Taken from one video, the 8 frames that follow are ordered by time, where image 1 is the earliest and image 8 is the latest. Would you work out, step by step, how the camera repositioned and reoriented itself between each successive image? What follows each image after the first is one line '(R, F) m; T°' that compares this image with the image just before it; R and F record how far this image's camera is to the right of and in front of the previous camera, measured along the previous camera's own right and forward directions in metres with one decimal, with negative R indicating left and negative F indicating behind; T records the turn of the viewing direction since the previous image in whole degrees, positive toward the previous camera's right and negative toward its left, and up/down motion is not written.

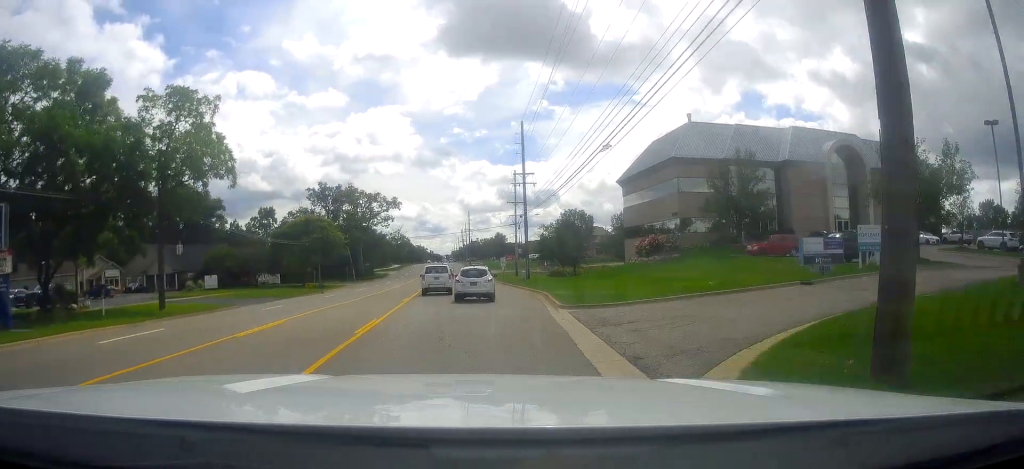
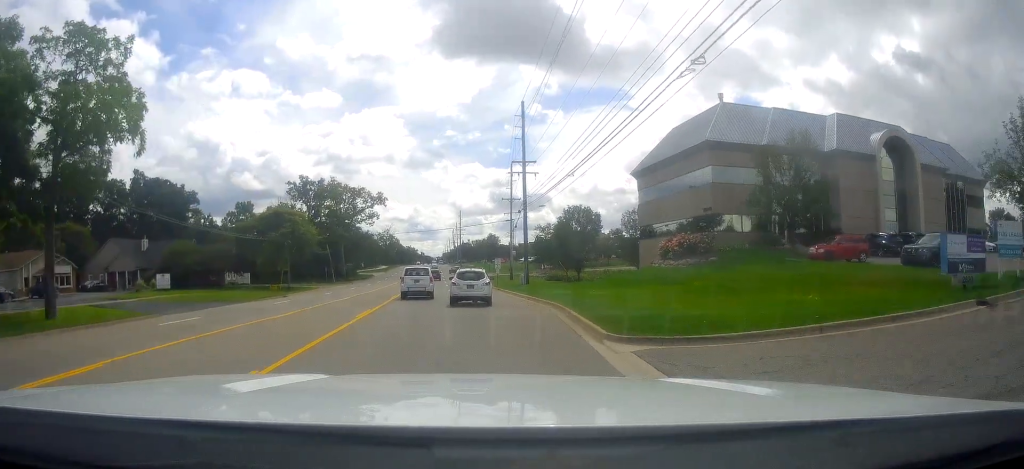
(0.0, +9.8) m; +1°
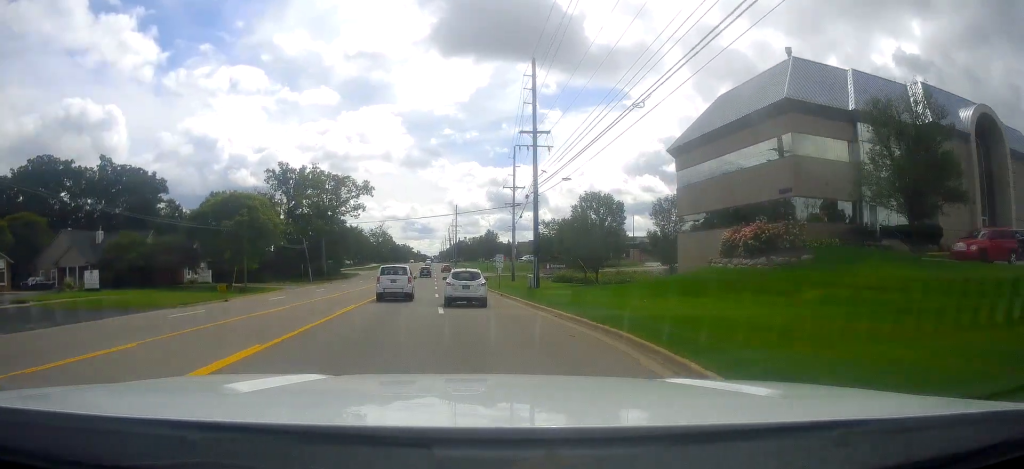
(-0.1, +12.7) m; +2°
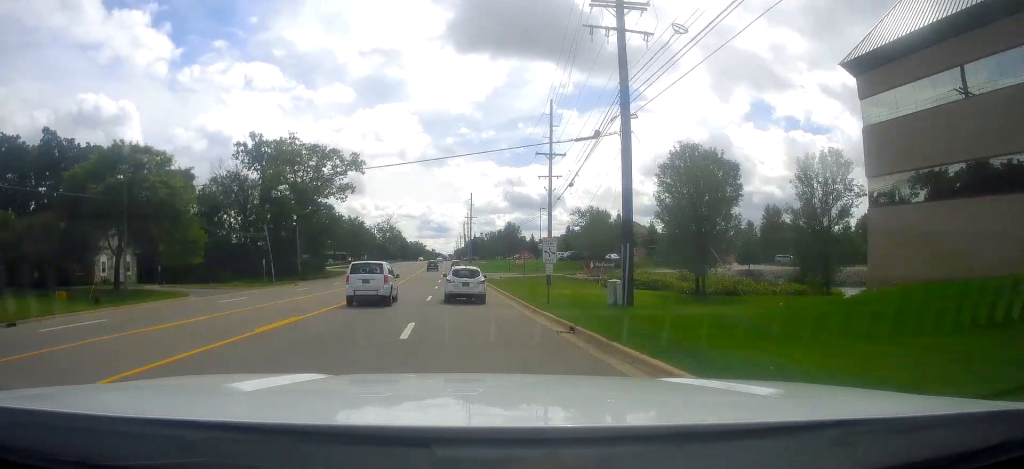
(+0.4, +23.8) m; -1°
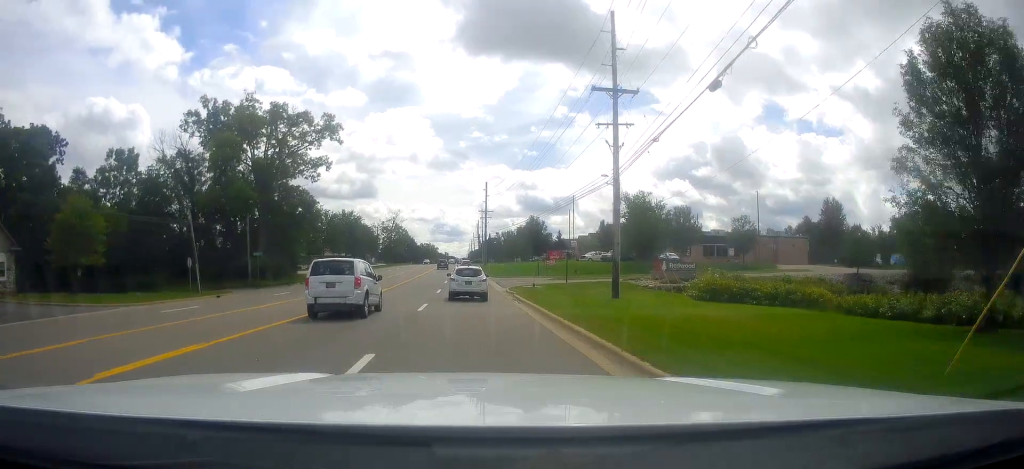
(-0.6, +22.0) m; -3°
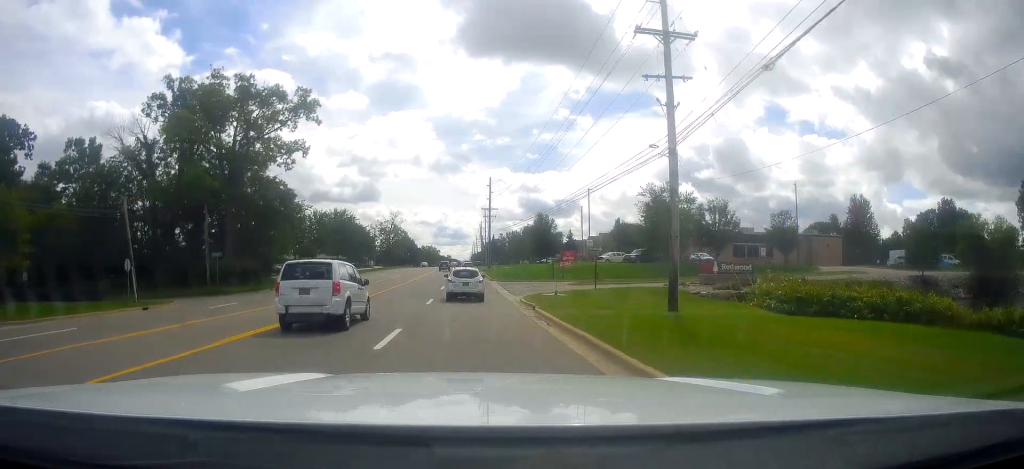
(-0.1, +9.9) m; -1°
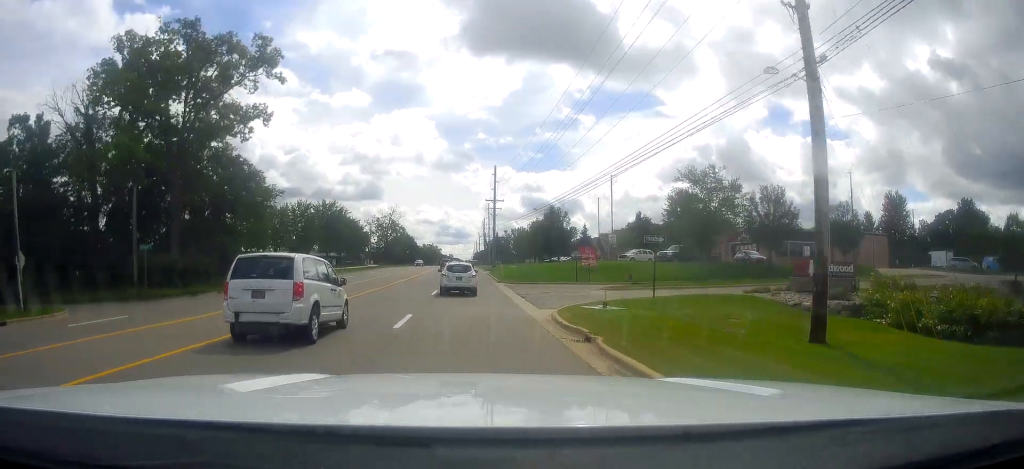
(-0.5, +11.4) m; 0°
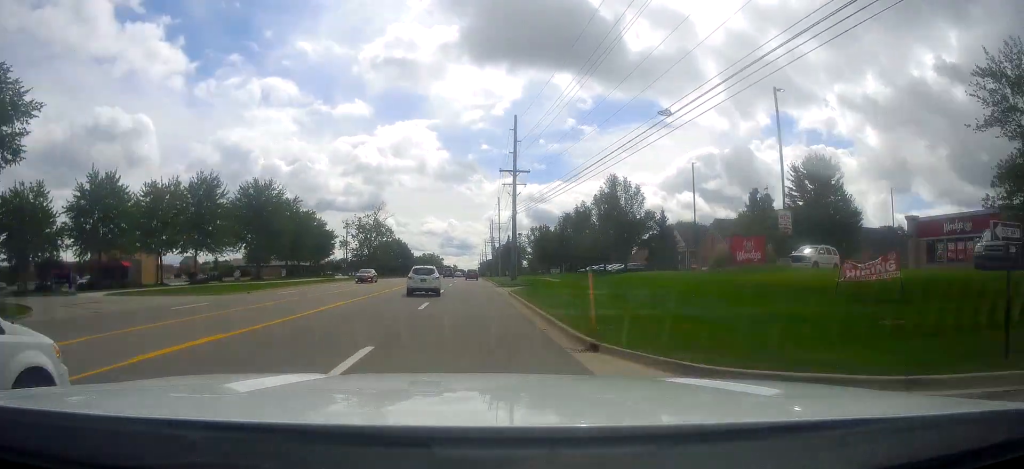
(+0.1, +37.6) m; 0°
